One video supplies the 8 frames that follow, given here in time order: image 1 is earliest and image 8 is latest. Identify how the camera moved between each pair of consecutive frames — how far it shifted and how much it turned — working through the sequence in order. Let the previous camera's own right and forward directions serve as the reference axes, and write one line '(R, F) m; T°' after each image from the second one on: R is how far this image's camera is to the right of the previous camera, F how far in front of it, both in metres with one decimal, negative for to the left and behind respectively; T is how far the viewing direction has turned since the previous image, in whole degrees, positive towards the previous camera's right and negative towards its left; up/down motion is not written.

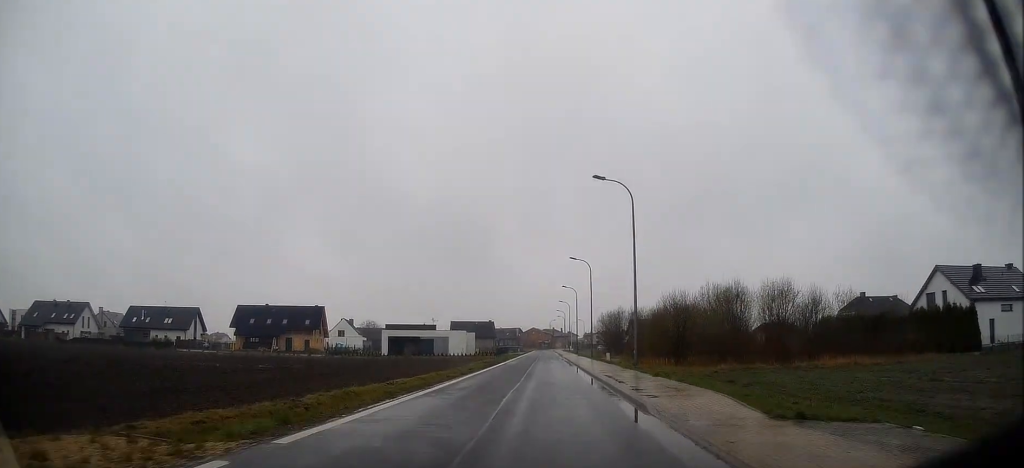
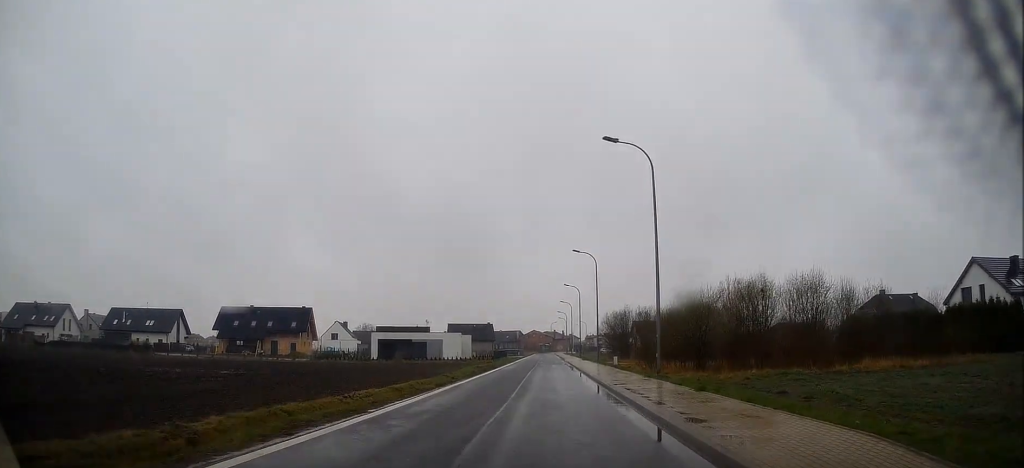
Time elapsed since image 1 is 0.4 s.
(-0.1, +6.8) m; 0°
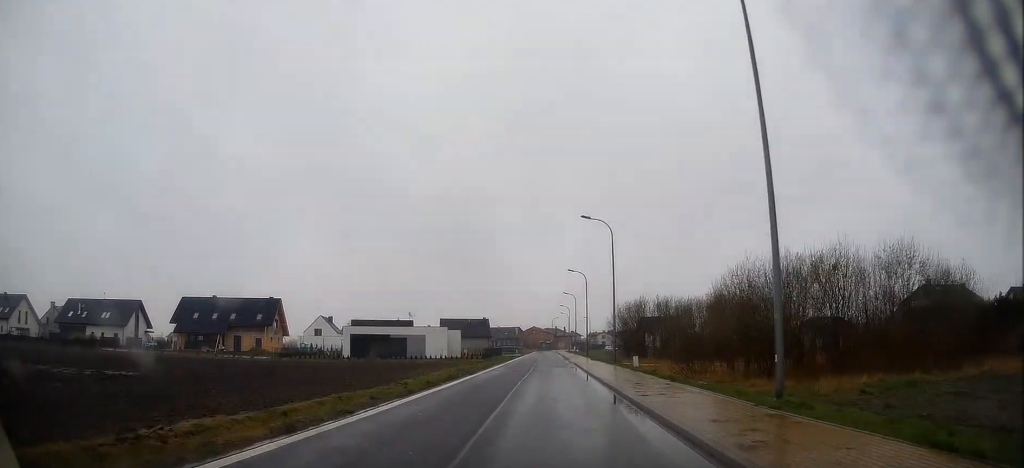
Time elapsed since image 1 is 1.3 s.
(-0.1, +14.0) m; +1°
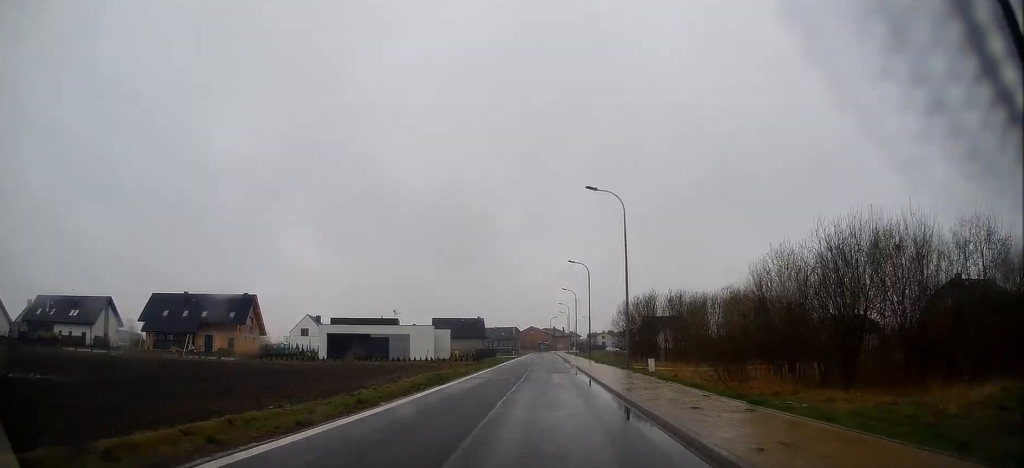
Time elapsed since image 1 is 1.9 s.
(+0.2, +8.2) m; +1°
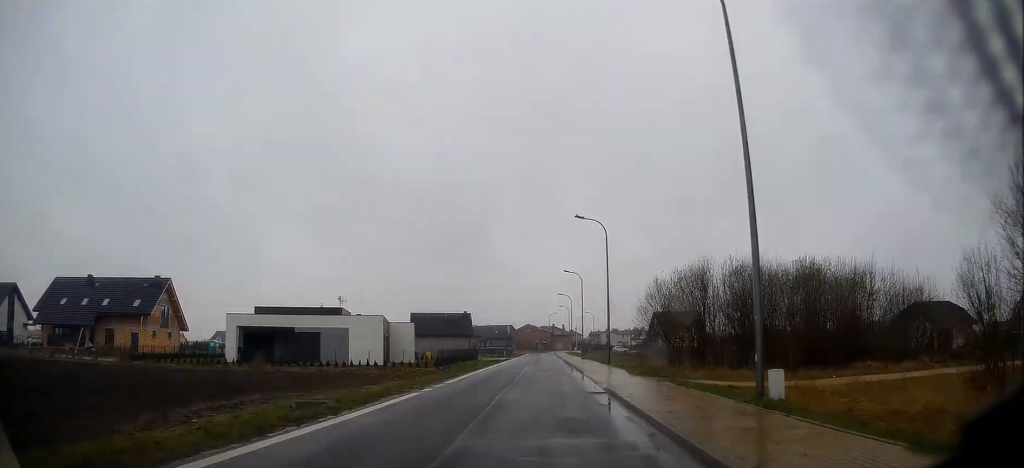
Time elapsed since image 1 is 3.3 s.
(+0.3, +22.2) m; 0°
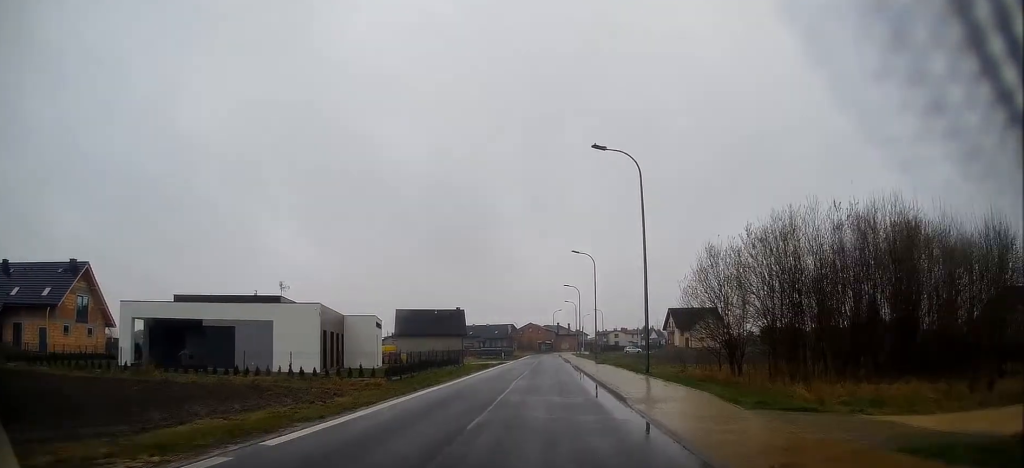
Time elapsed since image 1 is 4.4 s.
(-0.2, +15.4) m; -2°
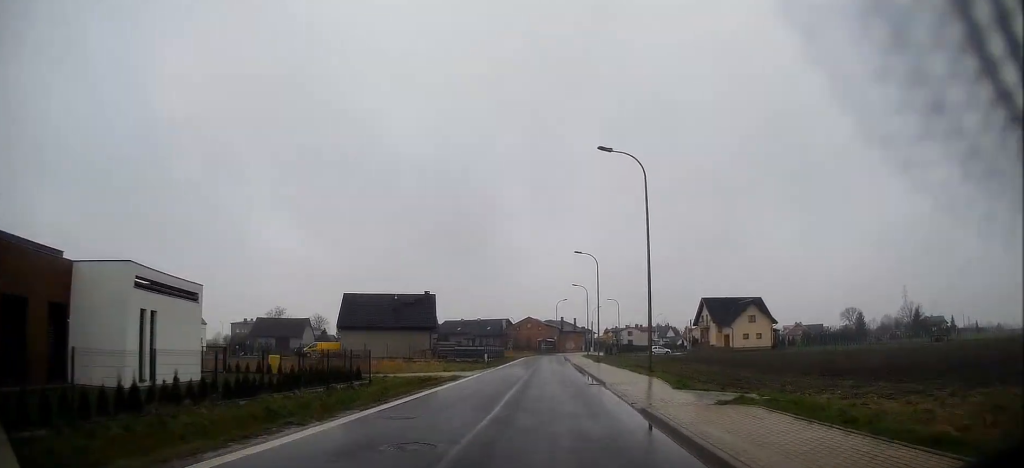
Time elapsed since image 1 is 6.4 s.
(-0.3, +30.2) m; +1°
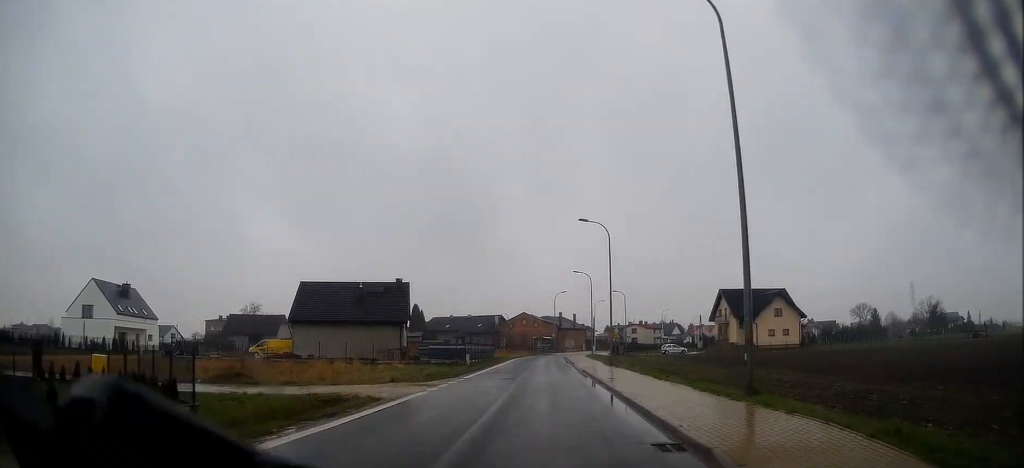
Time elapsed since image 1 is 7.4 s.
(+0.2, +13.8) m; 0°
